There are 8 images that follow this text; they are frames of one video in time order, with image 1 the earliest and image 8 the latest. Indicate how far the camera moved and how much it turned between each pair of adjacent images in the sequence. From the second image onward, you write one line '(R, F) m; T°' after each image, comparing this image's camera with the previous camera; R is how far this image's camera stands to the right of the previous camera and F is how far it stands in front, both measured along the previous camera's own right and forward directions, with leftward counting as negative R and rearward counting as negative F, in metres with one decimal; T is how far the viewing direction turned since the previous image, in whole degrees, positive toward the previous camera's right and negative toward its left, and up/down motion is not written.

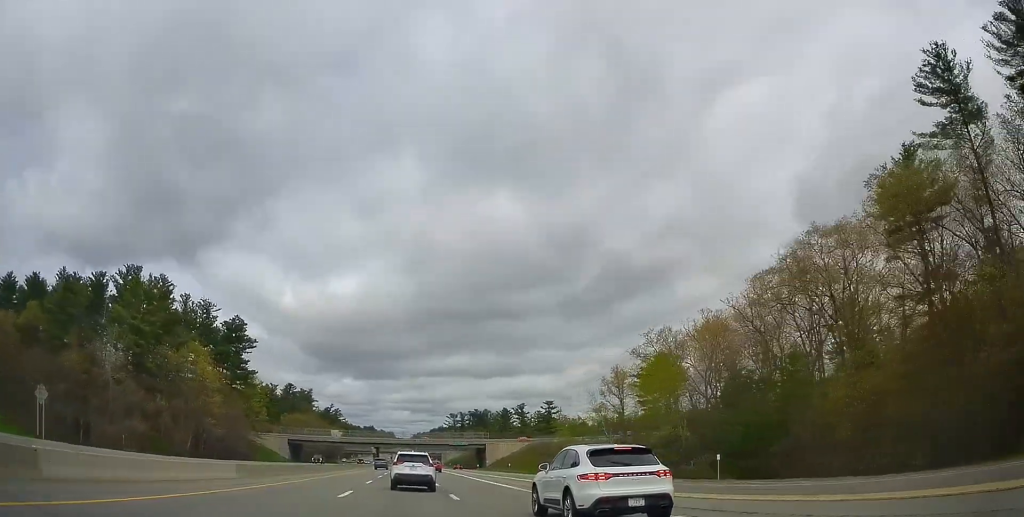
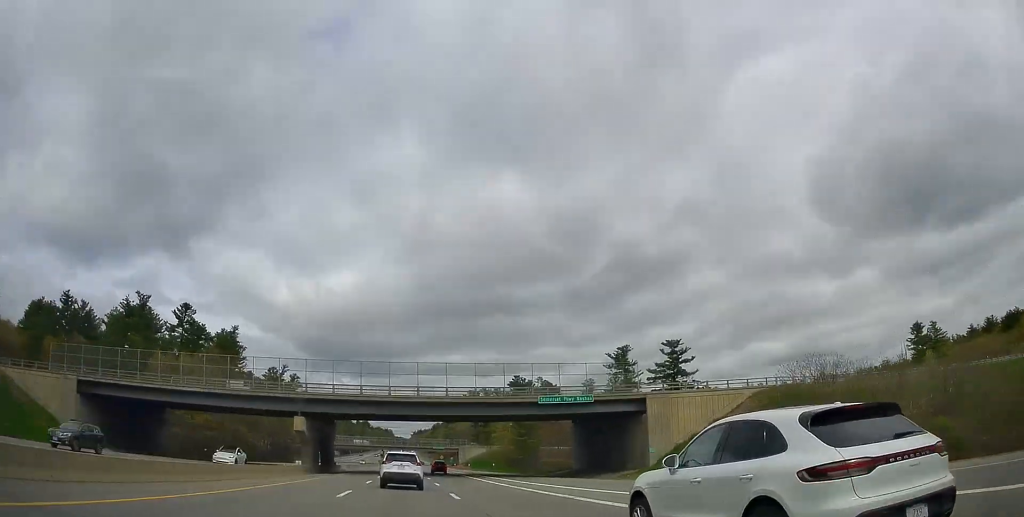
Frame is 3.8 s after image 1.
(+1.2, +106.9) m; 0°
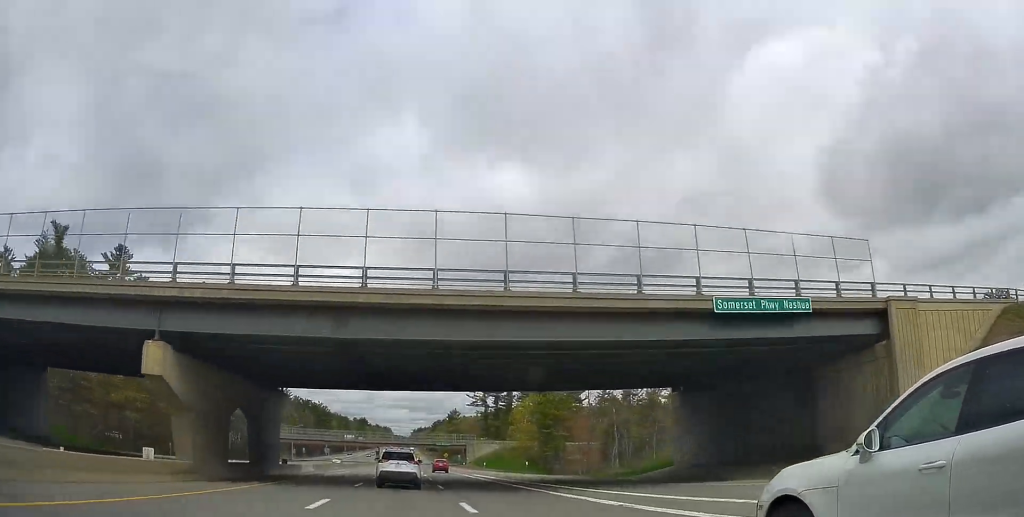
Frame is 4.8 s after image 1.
(-0.2, +29.4) m; 0°
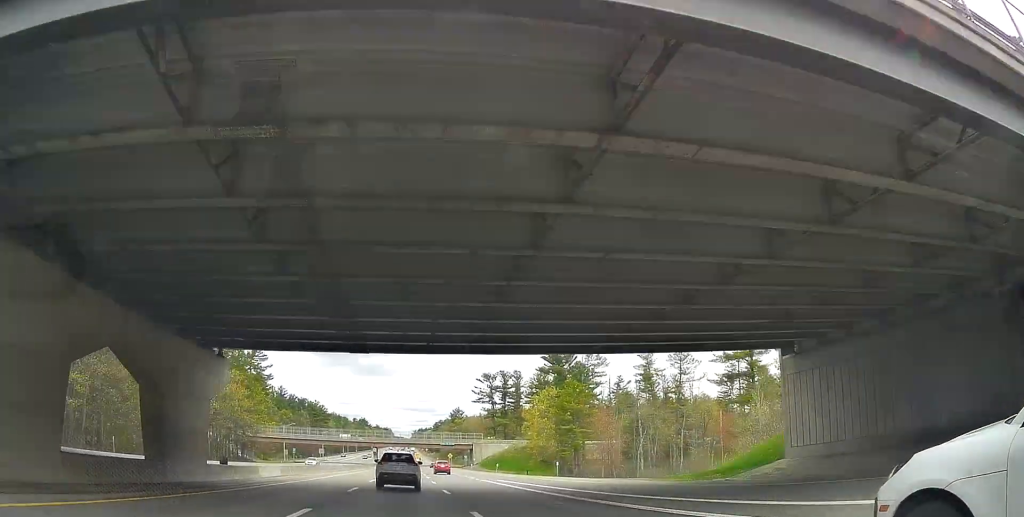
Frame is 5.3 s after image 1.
(0.0, +15.1) m; 0°
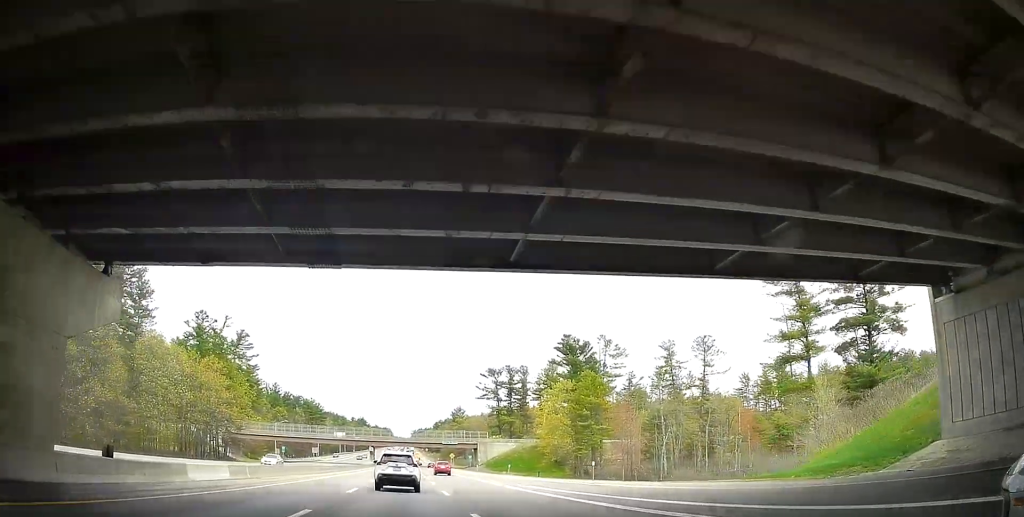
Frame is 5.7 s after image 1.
(+0.1, +12.2) m; 0°
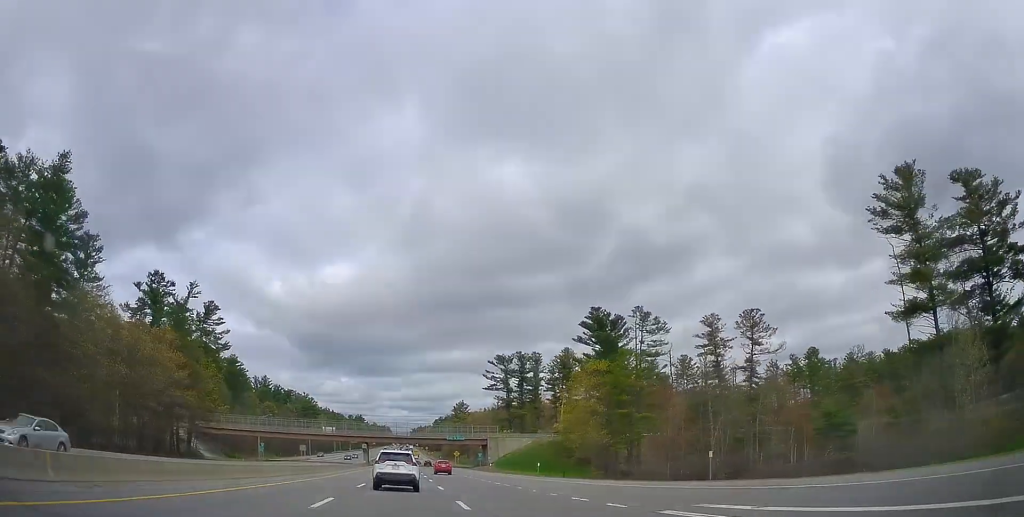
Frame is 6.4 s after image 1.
(+0.1, +20.0) m; 0°
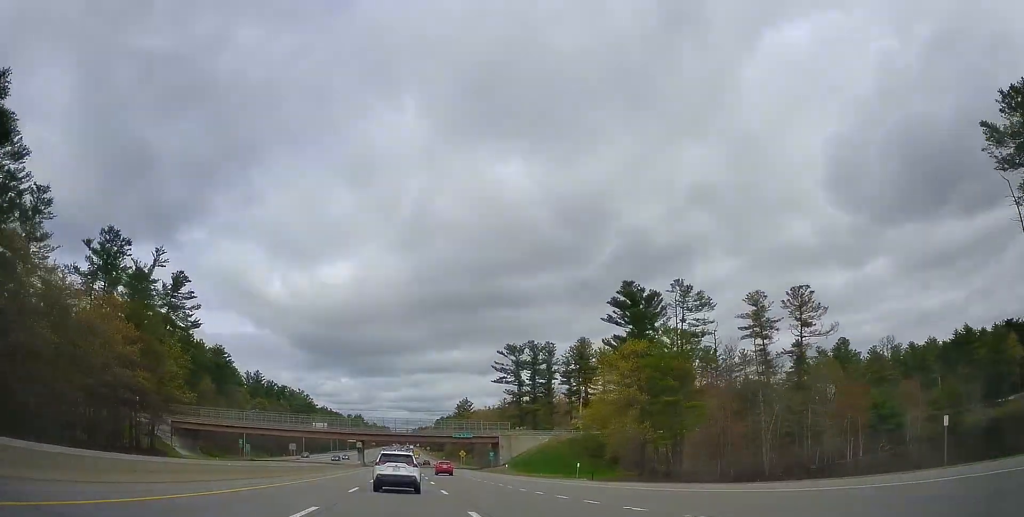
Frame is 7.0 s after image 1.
(0.0, +15.6) m; 0°
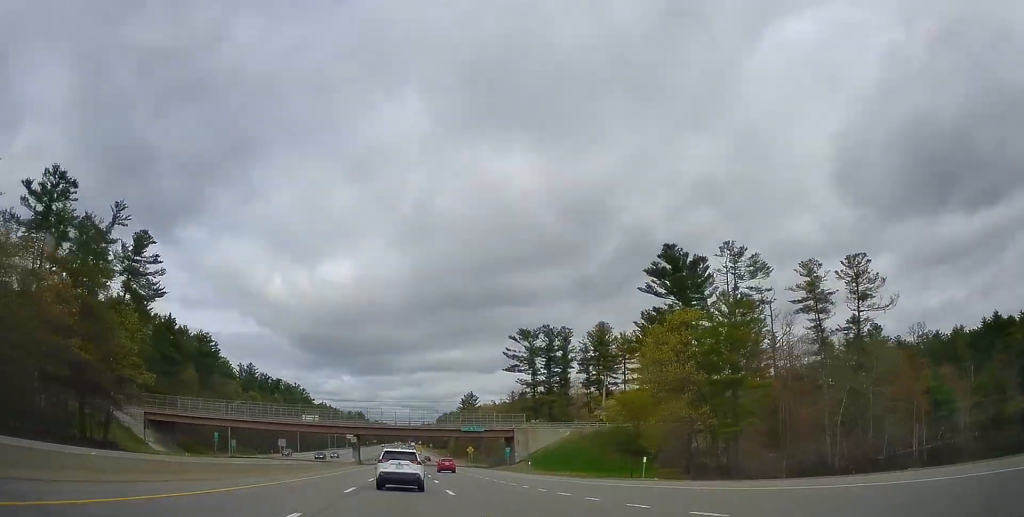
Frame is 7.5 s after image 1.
(0.0, +14.5) m; 0°
